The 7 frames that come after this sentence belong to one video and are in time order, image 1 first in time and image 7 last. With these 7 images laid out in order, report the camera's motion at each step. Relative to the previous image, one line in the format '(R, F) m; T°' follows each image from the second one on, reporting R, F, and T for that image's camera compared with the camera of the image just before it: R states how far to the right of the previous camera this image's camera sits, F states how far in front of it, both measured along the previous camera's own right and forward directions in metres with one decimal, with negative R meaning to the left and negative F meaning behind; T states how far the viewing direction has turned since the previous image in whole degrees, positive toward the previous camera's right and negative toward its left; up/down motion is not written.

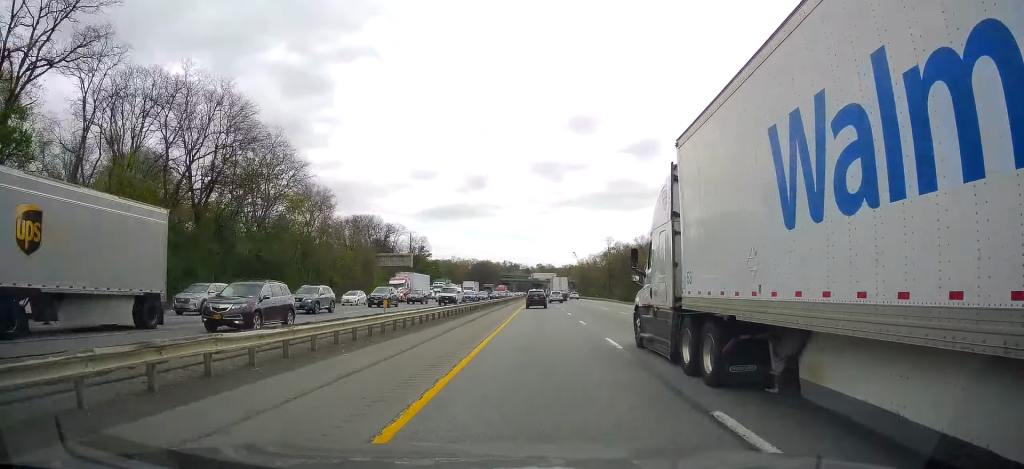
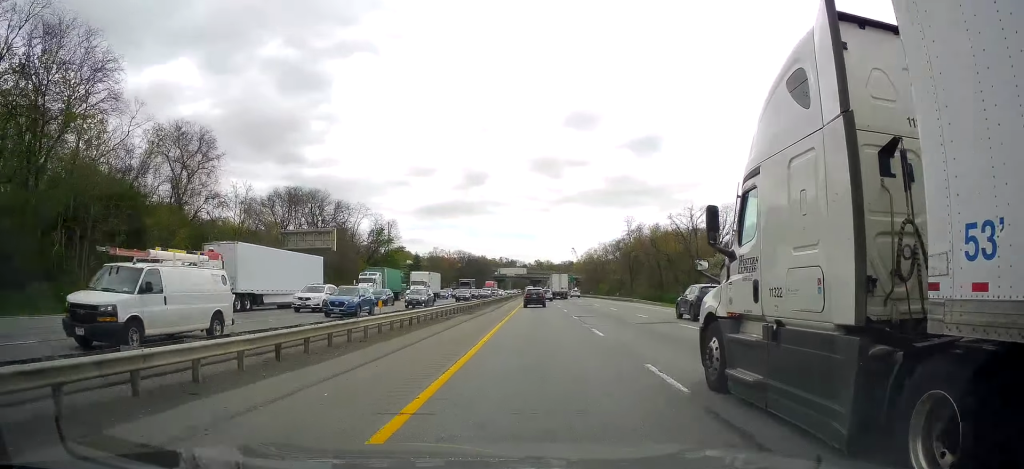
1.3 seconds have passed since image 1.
(+0.4, +40.7) m; +1°
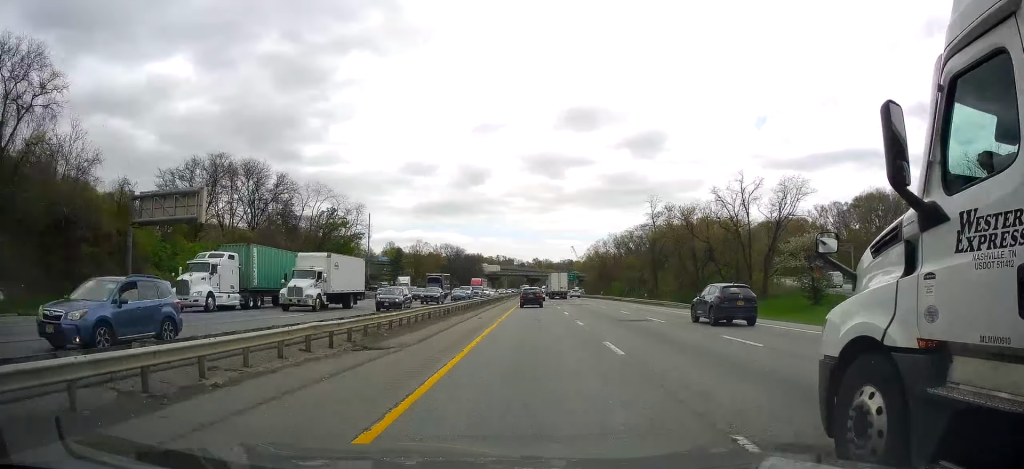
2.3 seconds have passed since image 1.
(-0.2, +28.2) m; 0°
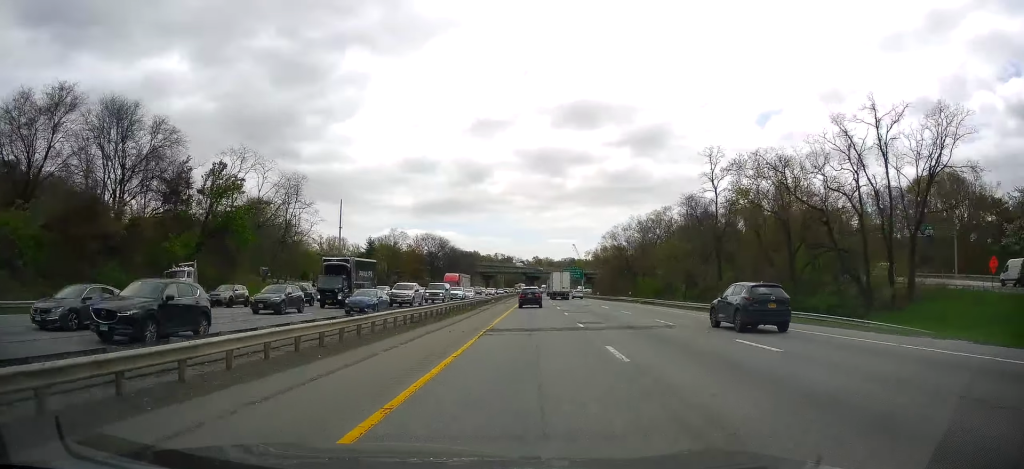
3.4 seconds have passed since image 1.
(+0.2, +35.1) m; 0°
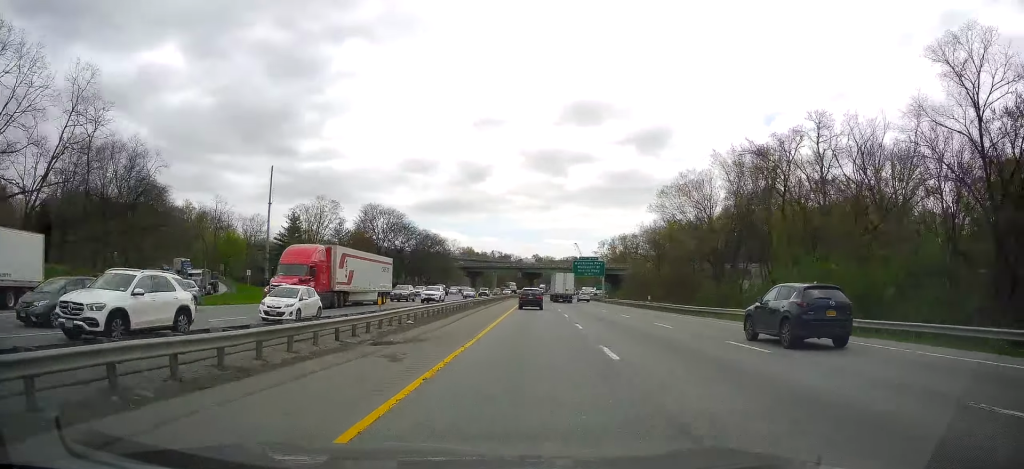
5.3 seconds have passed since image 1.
(-1.0, +55.6) m; -1°
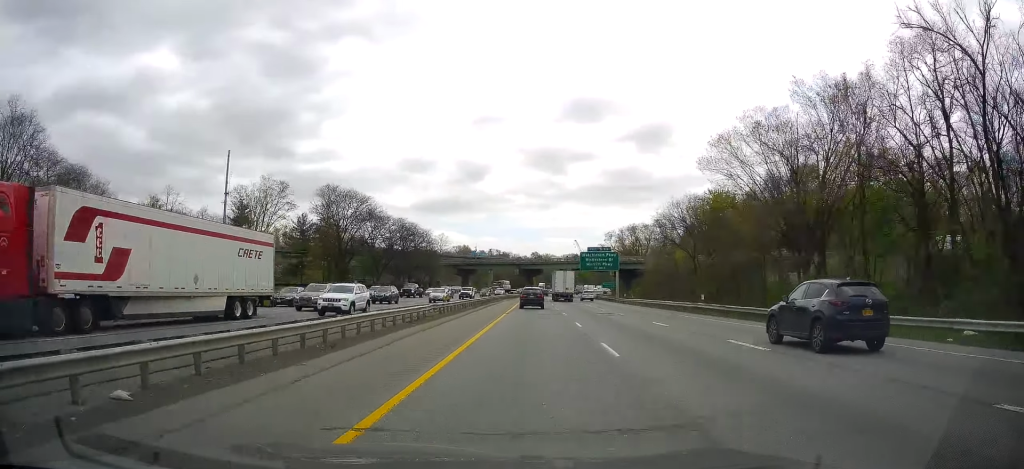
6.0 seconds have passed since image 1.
(+0.1, +21.5) m; +1°
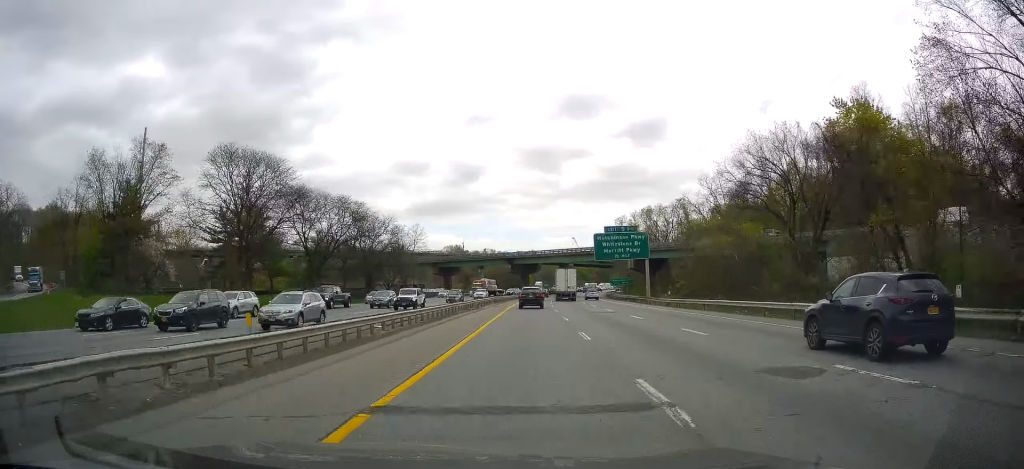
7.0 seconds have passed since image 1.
(+0.3, +29.3) m; +1°
